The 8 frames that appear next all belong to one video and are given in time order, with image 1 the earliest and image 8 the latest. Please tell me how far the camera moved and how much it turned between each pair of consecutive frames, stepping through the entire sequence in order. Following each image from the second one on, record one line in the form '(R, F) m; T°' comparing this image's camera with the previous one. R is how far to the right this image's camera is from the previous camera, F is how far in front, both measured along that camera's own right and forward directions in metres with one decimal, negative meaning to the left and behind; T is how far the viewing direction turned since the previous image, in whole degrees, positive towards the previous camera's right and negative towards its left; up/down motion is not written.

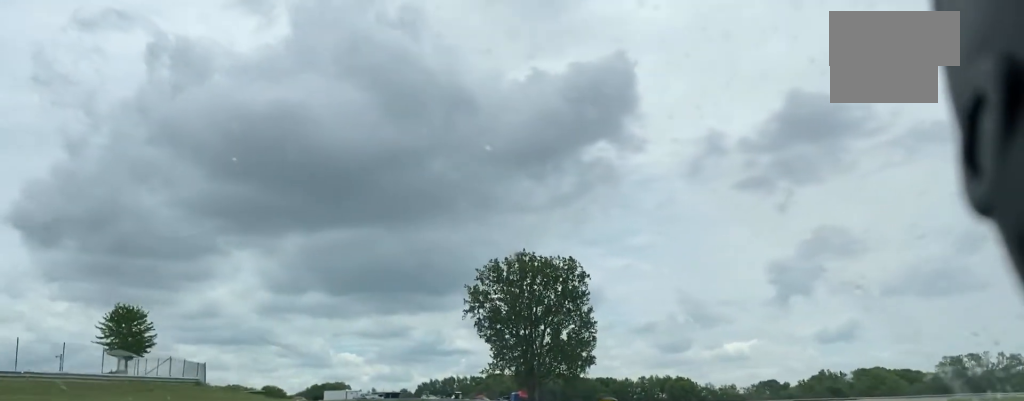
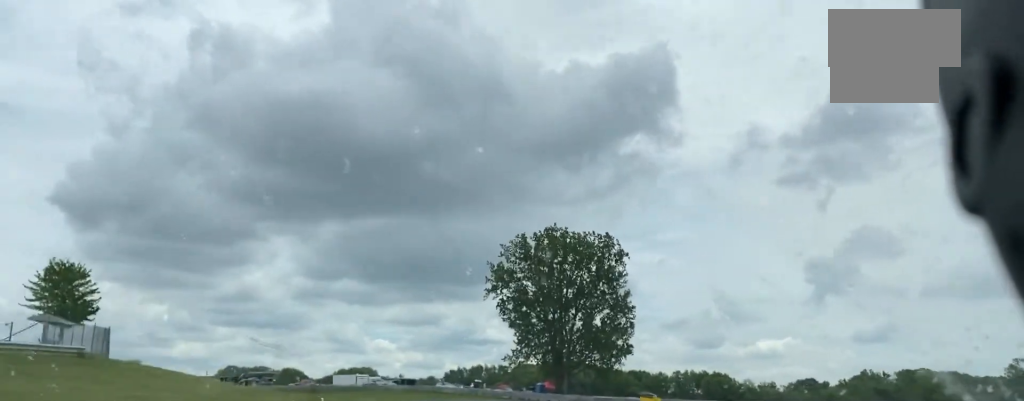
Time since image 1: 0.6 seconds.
(+1.2, +15.7) m; 0°
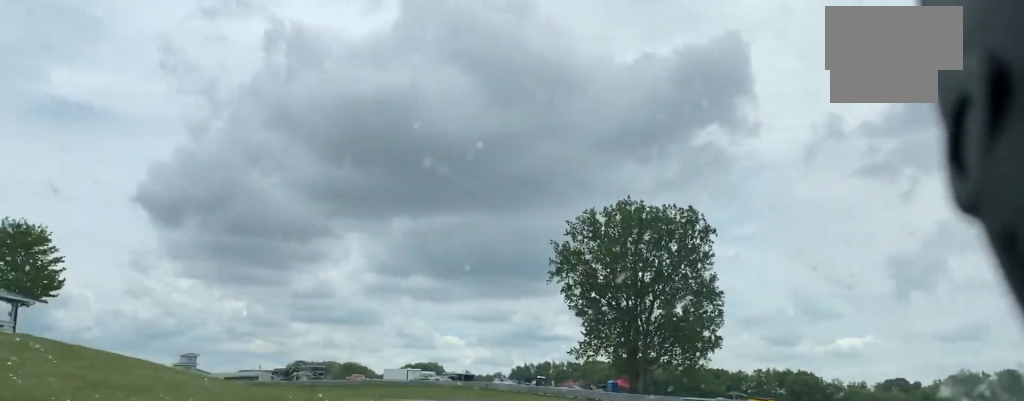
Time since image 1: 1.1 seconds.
(-1.2, +15.9) m; -7°
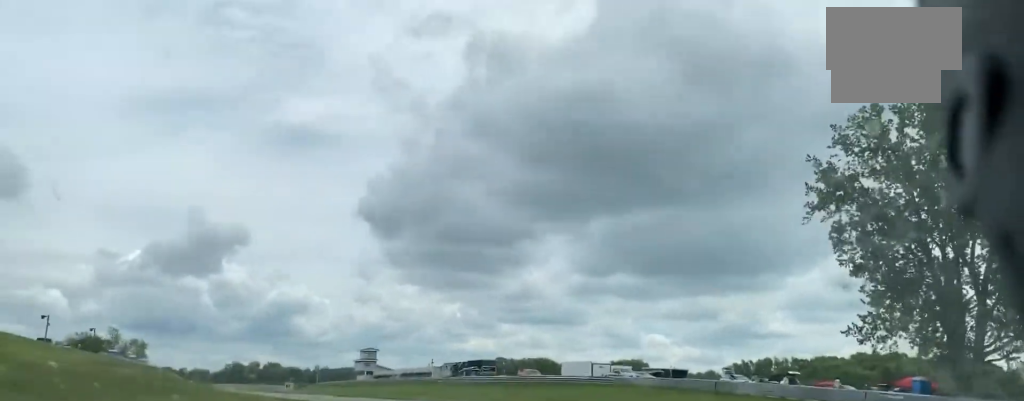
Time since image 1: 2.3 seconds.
(-5.4, +38.7) m; -17°
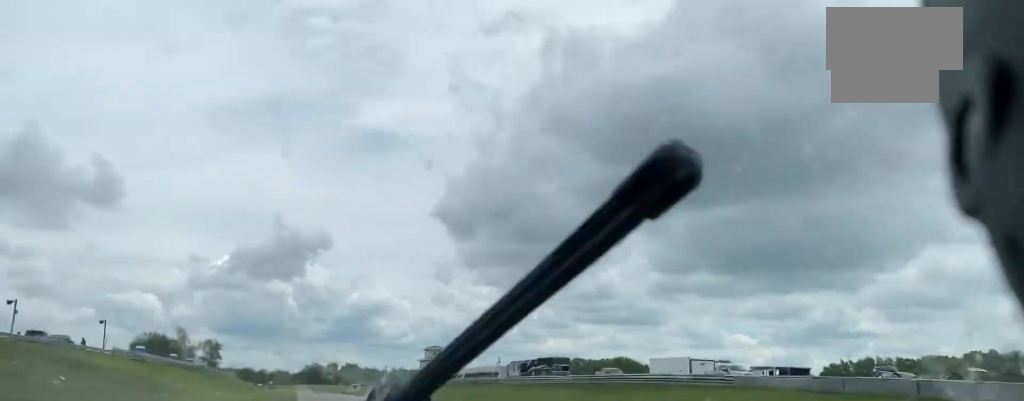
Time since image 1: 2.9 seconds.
(-1.5, +19.3) m; -8°
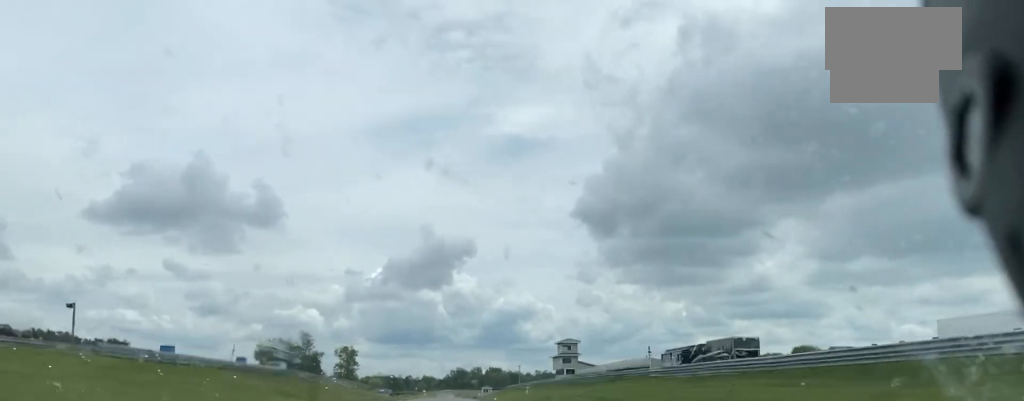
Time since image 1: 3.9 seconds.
(-4.2, +36.7) m; -11°
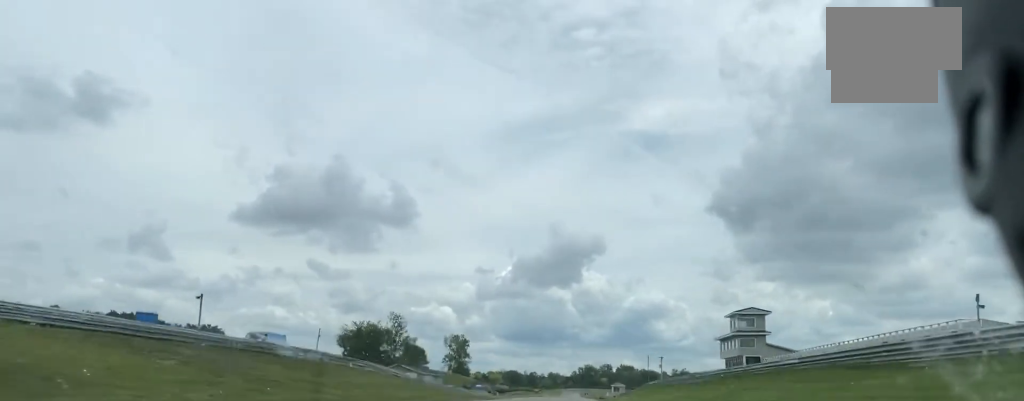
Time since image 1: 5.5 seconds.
(-6.9, +61.6) m; -8°
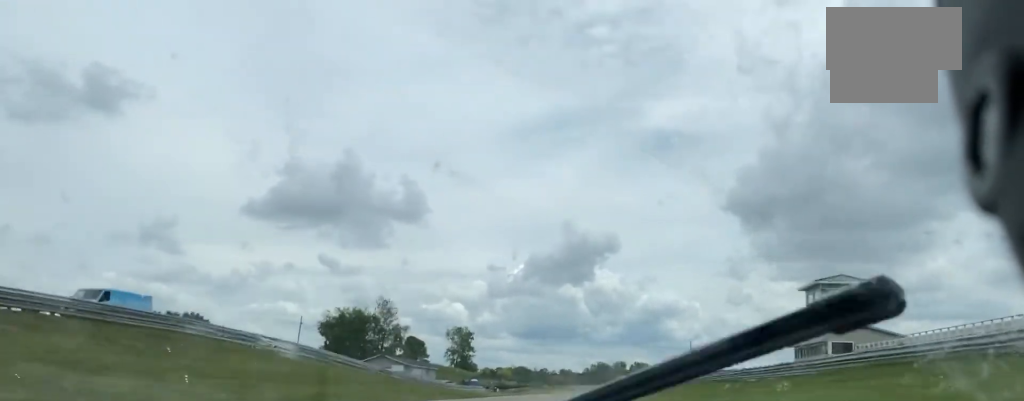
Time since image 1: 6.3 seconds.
(+0.5, +31.5) m; +1°
